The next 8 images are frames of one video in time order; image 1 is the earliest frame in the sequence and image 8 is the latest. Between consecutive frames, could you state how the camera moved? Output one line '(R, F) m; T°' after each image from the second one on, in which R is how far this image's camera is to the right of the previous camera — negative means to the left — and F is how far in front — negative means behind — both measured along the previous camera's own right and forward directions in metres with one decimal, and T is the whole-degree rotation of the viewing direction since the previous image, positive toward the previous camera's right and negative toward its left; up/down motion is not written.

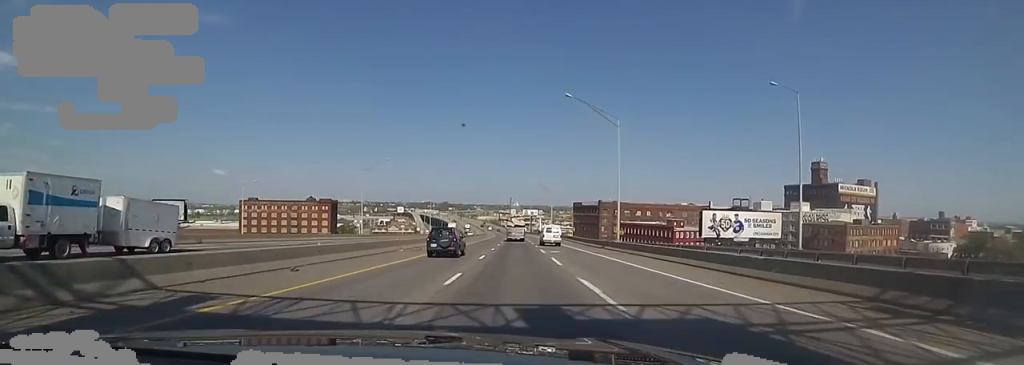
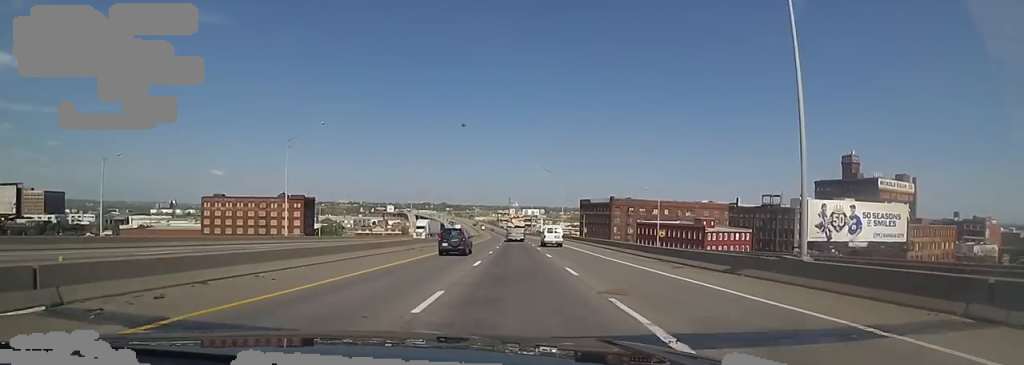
(+0.3, +28.4) m; 0°
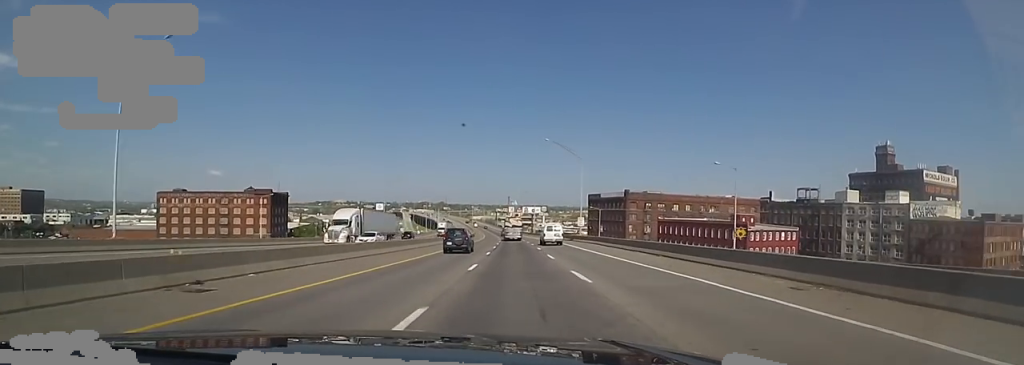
(-0.3, +26.5) m; -1°
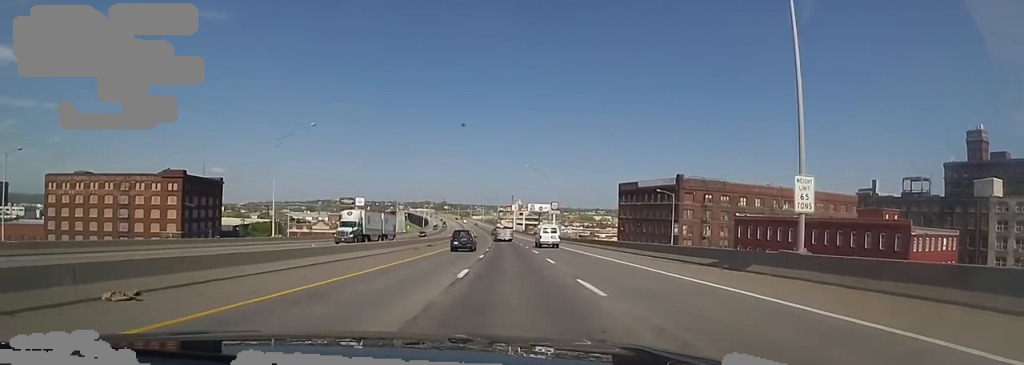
(+0.2, +50.3) m; +1°
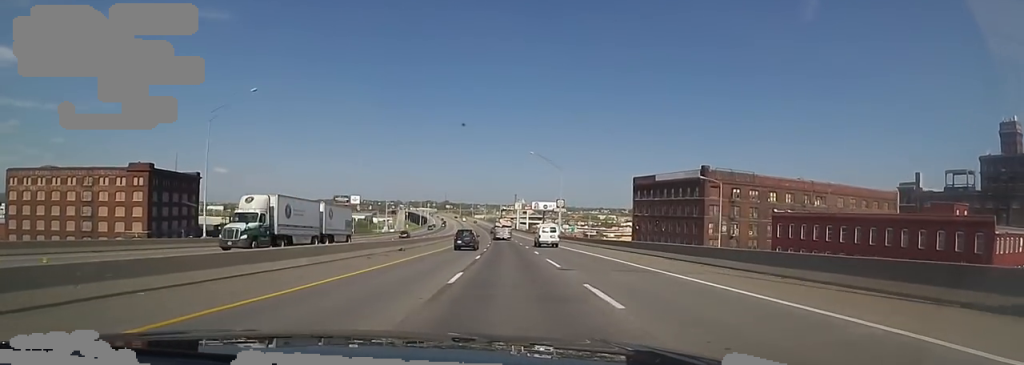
(+0.2, +13.9) m; 0°
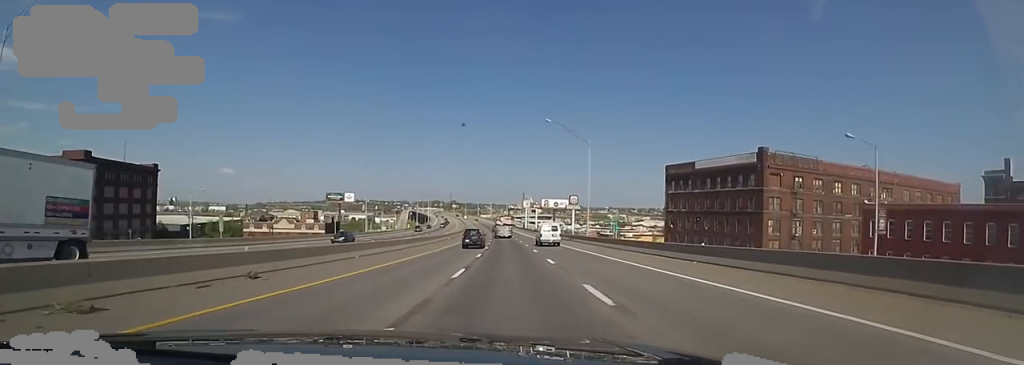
(-0.2, +22.1) m; -1°
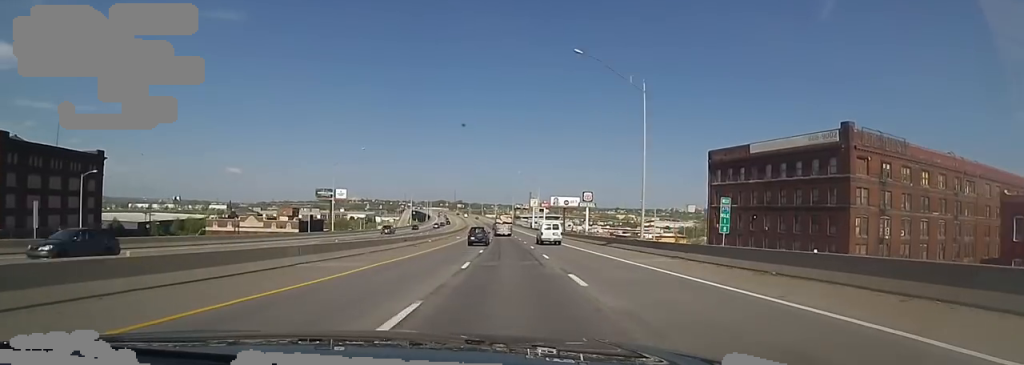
(-0.2, +21.2) m; -2°
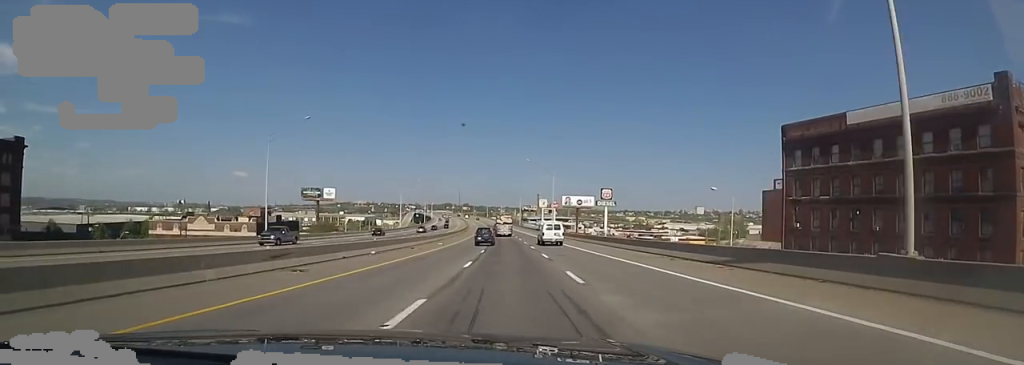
(-0.2, +23.4) m; -2°
